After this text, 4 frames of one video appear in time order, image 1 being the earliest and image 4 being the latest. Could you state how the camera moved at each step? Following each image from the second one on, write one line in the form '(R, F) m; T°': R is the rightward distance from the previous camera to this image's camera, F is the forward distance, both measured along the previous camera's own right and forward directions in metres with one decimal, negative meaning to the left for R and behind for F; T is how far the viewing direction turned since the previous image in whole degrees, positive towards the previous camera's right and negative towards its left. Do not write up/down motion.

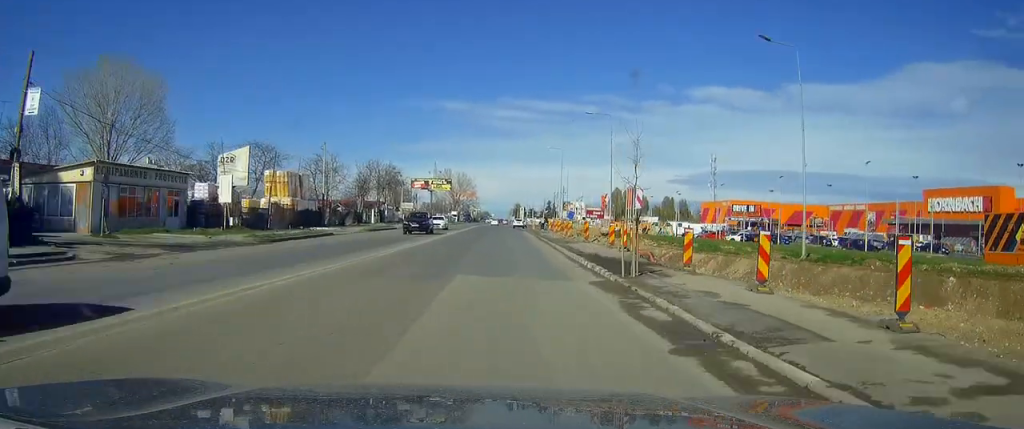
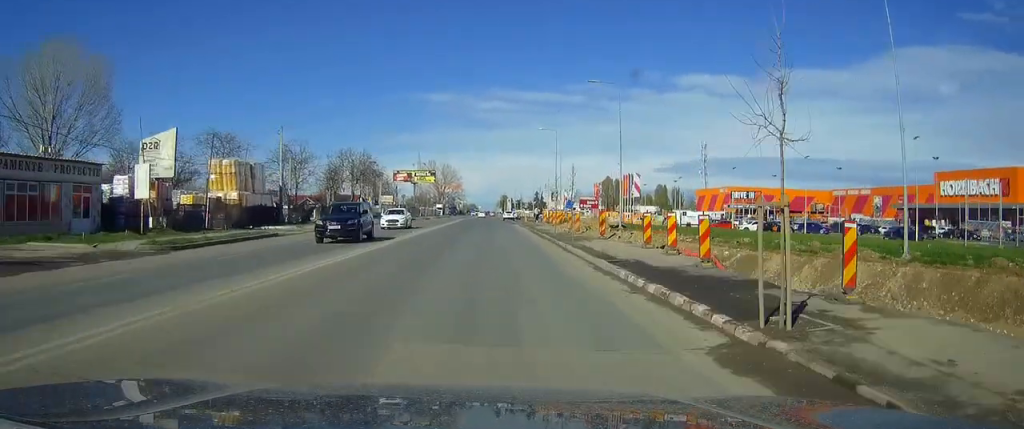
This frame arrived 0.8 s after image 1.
(+0.2, +10.6) m; +2°
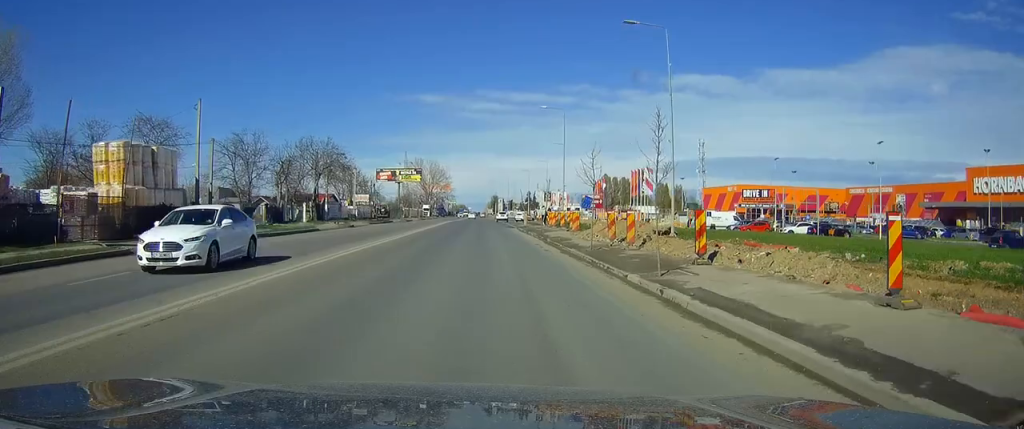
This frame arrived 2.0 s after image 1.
(+0.3, +16.7) m; +1°
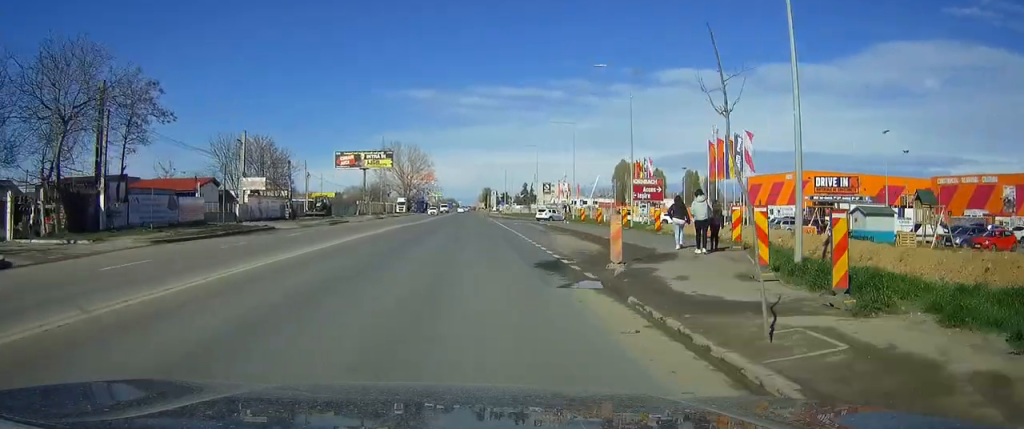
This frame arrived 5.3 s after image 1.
(+0.4, +49.2) m; +1°
